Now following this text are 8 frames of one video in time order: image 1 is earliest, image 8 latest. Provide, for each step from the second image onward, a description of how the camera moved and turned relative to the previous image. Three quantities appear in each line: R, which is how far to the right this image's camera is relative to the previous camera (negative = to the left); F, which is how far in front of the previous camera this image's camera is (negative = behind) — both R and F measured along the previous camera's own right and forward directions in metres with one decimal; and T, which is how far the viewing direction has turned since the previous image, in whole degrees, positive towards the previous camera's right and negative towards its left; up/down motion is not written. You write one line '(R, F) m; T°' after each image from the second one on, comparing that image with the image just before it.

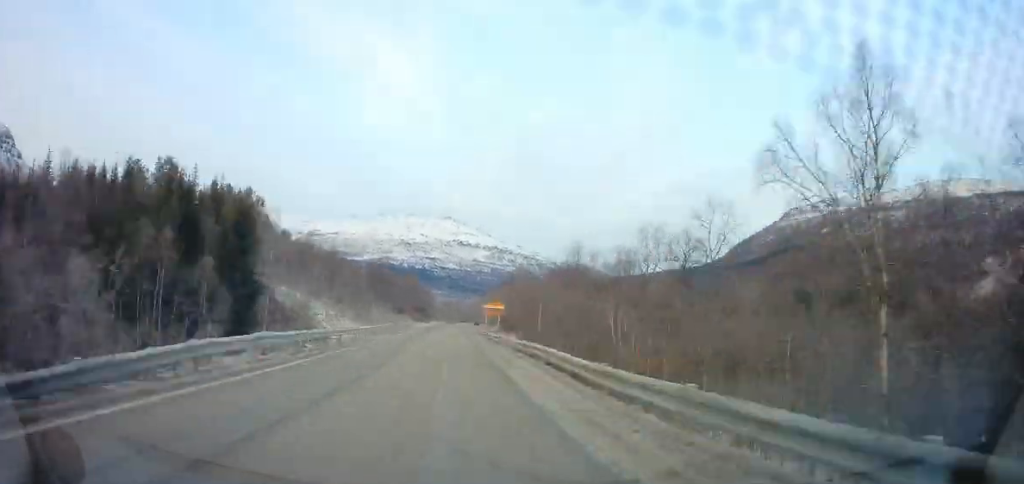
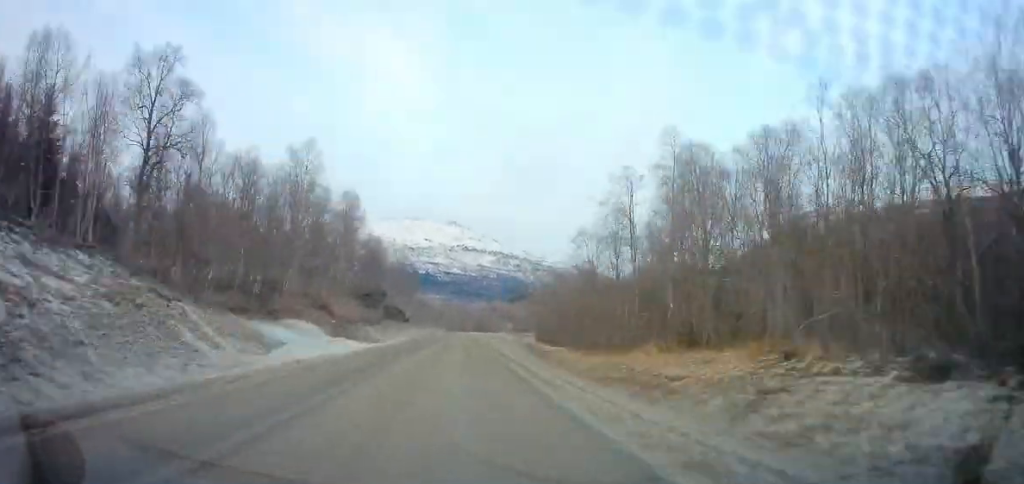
(-1.9, +111.0) m; +5°
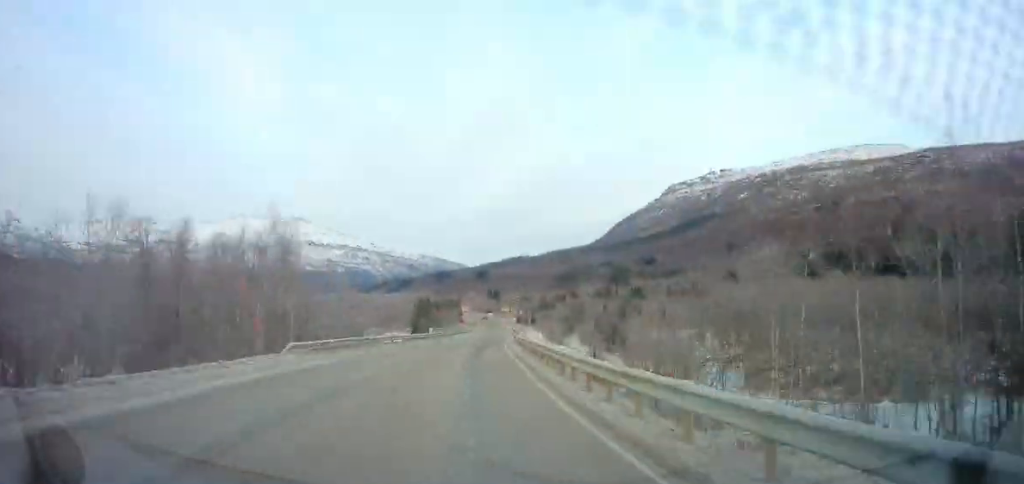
(+13.3, +143.9) m; +4°
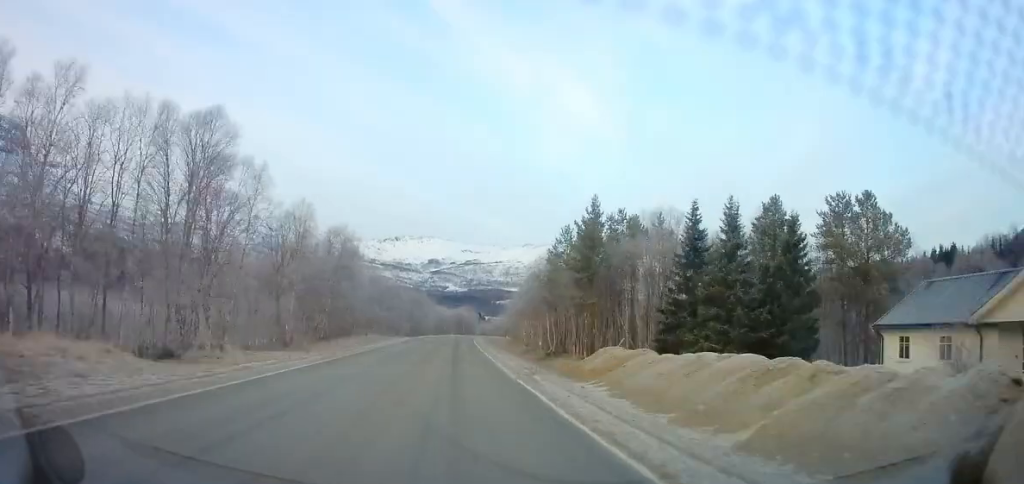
(-152.8, +622.7) m; -25°
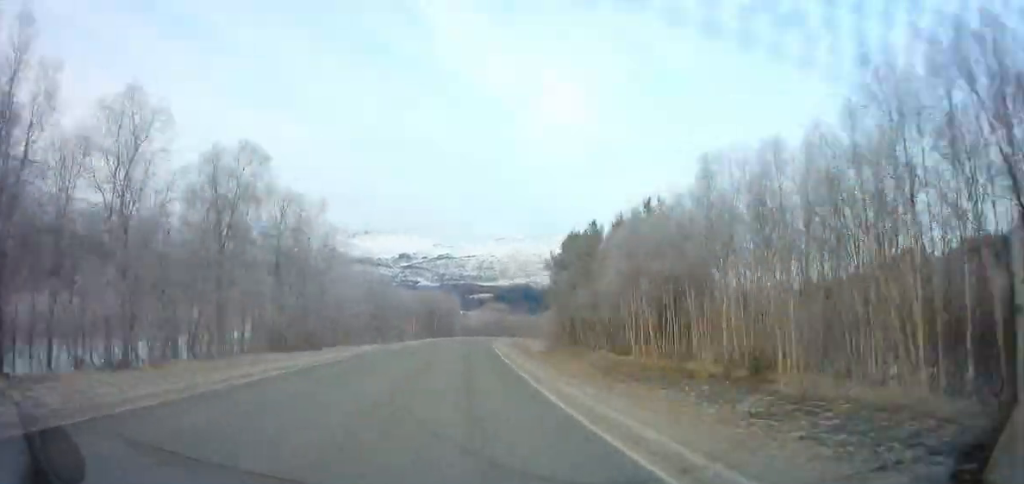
(+6.3, +98.5) m; +6°
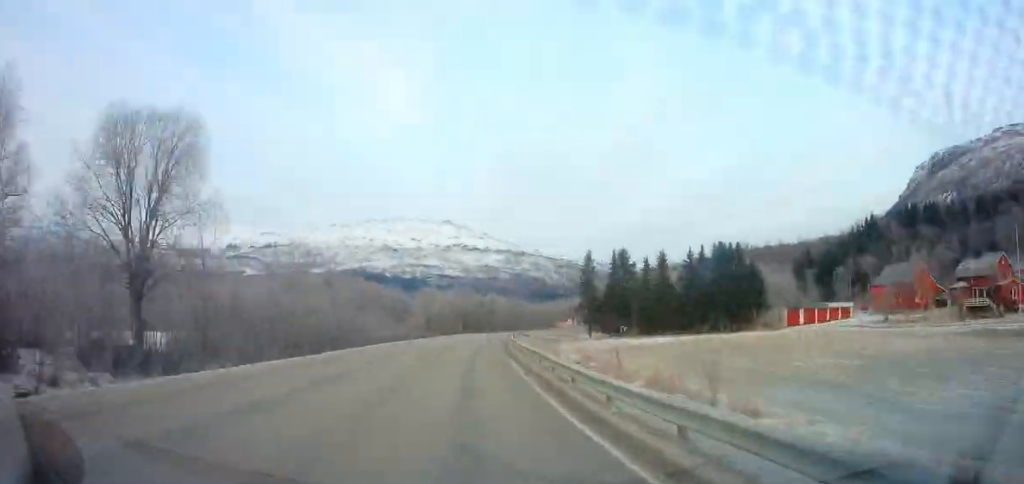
(+21.5, +188.0) m; +12°
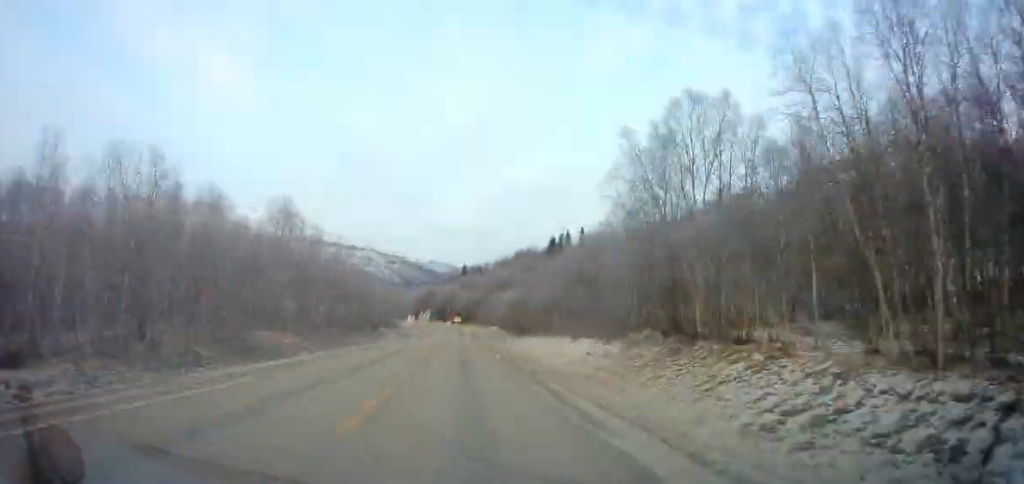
(+14.9, +151.4) m; +5°
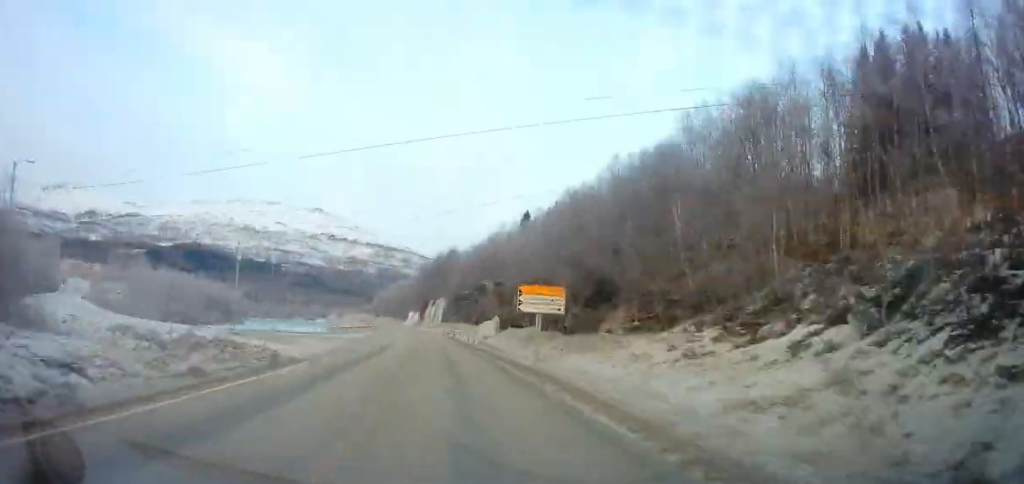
(+2.9, +156.9) m; -4°
